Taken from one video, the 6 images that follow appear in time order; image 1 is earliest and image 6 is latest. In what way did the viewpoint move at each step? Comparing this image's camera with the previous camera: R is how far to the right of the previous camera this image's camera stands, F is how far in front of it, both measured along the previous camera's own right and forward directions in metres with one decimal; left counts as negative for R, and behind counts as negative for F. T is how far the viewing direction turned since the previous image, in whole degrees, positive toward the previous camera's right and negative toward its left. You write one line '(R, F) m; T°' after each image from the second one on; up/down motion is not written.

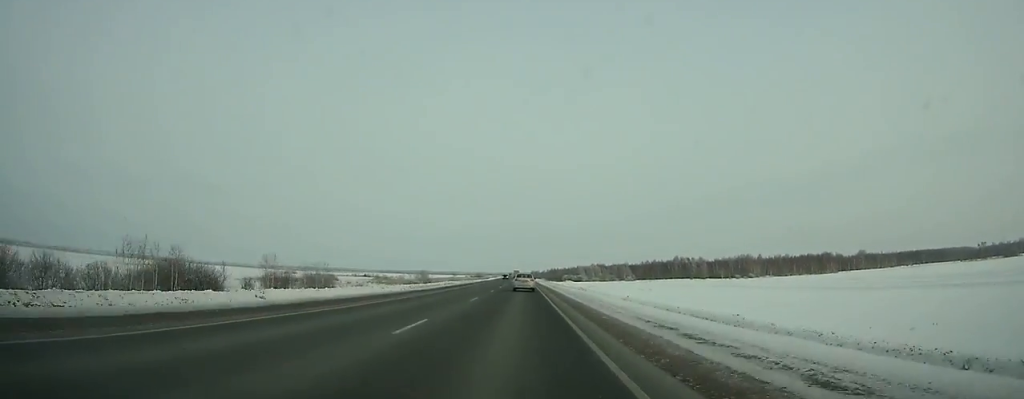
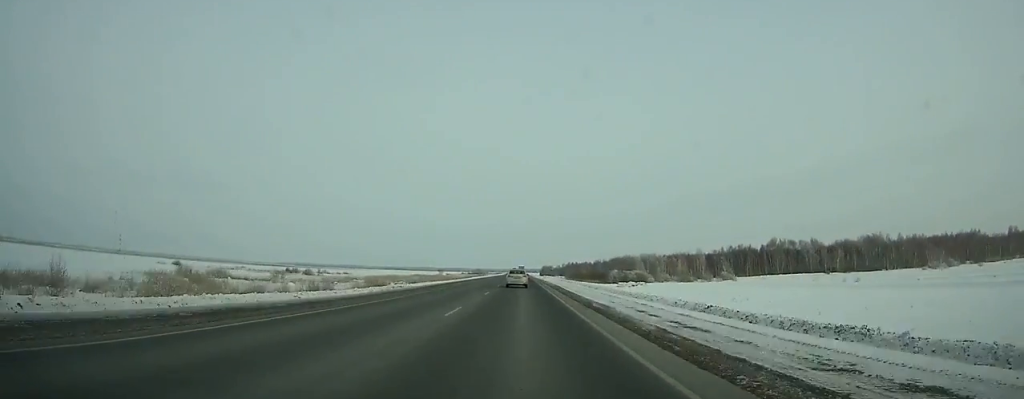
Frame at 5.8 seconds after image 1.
(-1.7, +153.4) m; -1°
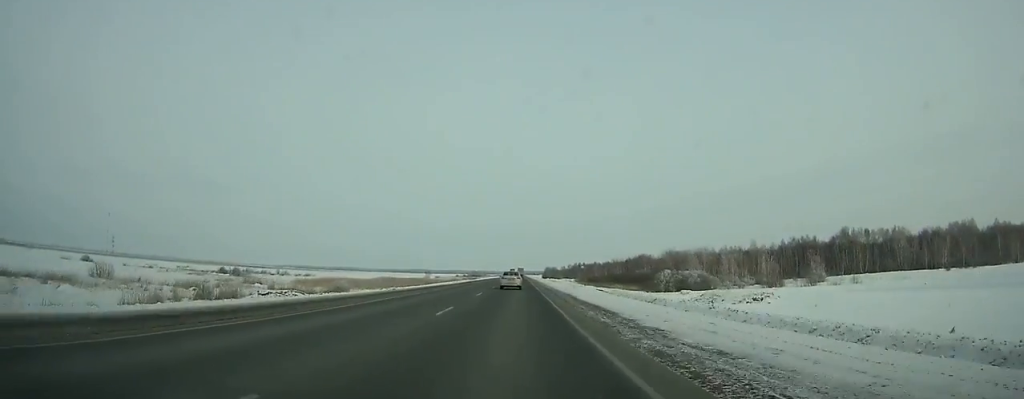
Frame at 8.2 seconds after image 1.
(-0.1, +62.8) m; 0°
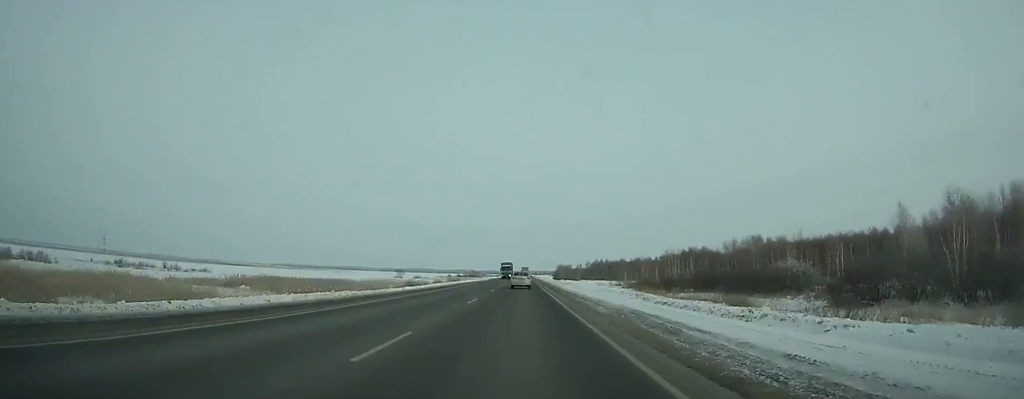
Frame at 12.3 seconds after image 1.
(-0.3, +106.8) m; 0°
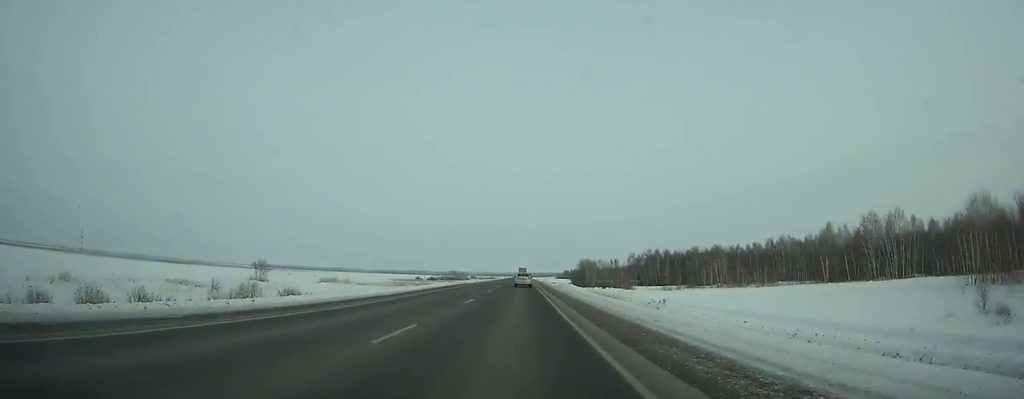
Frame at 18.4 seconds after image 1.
(+0.2, +159.9) m; 0°
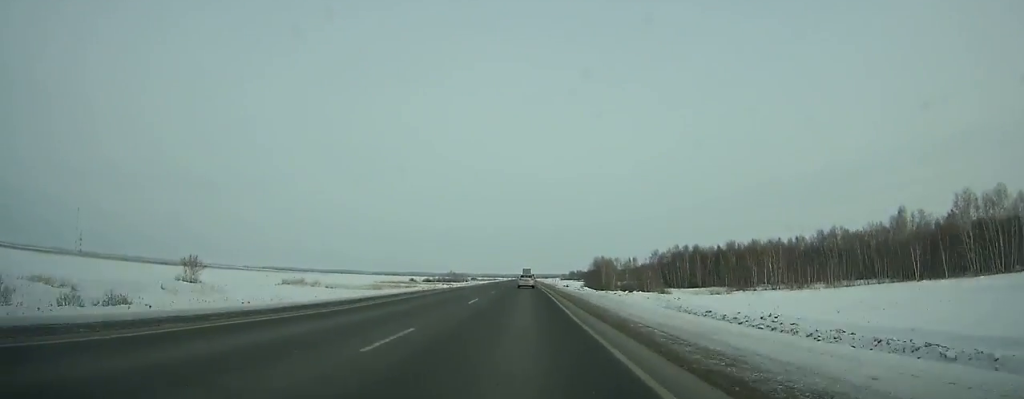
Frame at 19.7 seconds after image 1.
(0.0, +34.5) m; 0°
